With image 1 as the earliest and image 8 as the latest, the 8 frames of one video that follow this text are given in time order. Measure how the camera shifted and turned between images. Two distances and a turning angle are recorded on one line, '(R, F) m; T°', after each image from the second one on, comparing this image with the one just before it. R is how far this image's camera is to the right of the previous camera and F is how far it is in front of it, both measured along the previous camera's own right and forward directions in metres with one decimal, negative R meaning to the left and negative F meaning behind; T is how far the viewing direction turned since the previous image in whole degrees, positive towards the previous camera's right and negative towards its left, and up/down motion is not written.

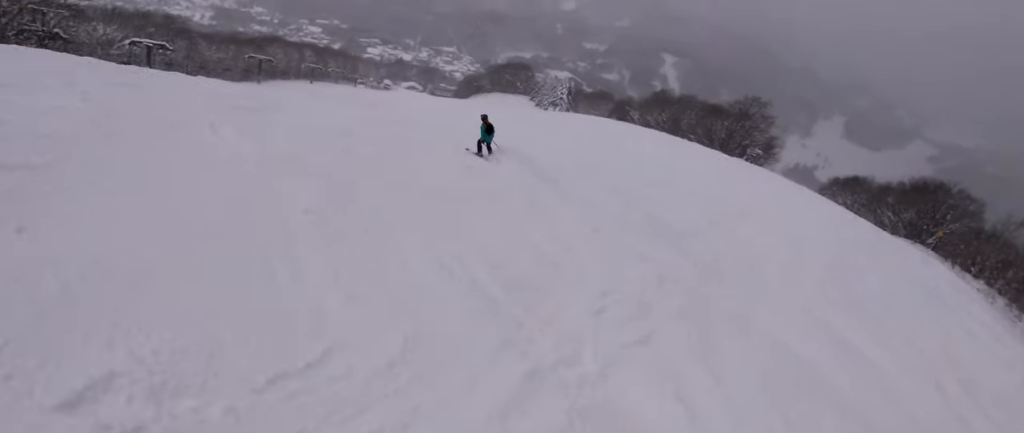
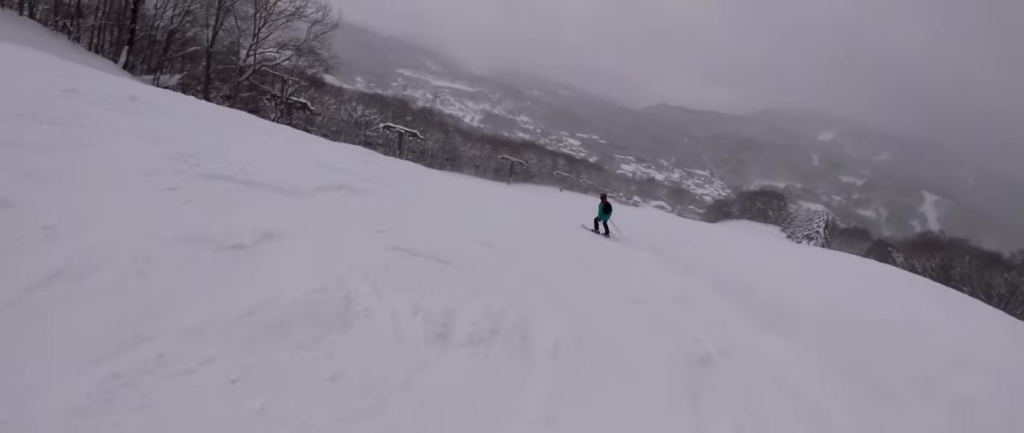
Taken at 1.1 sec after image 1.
(-1.1, +6.3) m; -21°
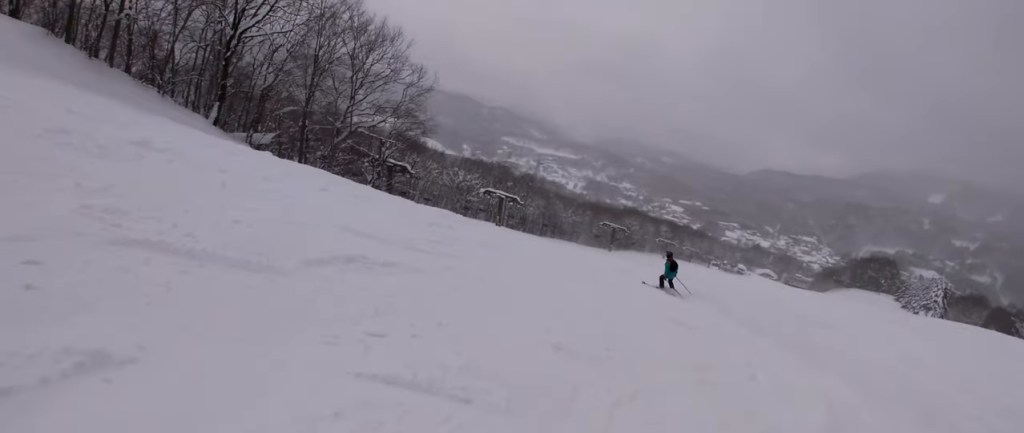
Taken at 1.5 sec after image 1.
(+0.4, +2.3) m; -9°
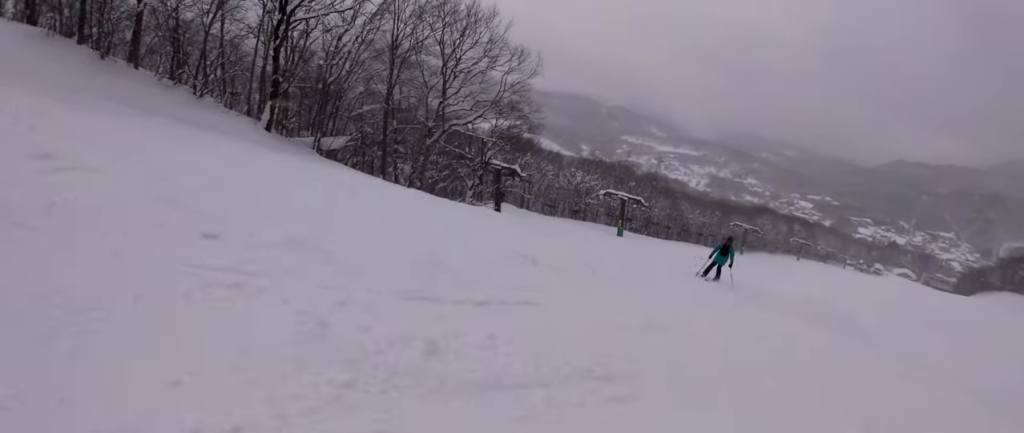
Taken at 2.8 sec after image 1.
(-2.7, +6.3) m; -29°
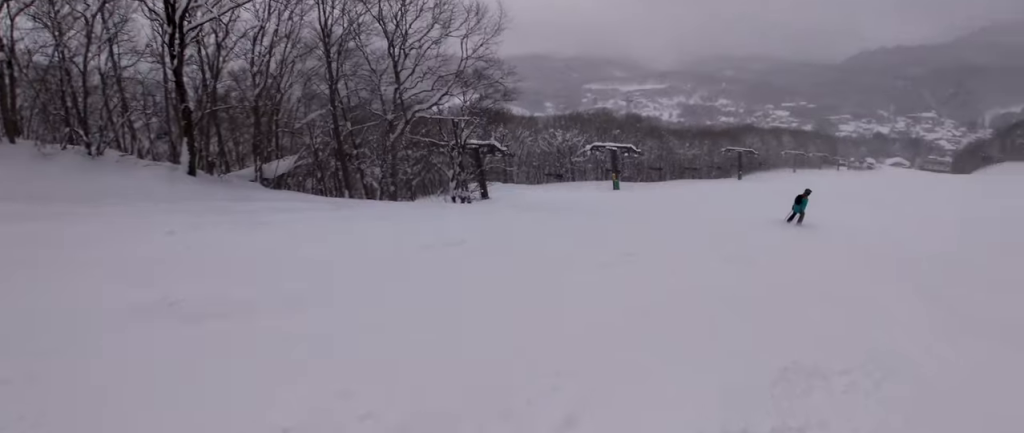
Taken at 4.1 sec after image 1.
(-0.3, +6.9) m; +11°
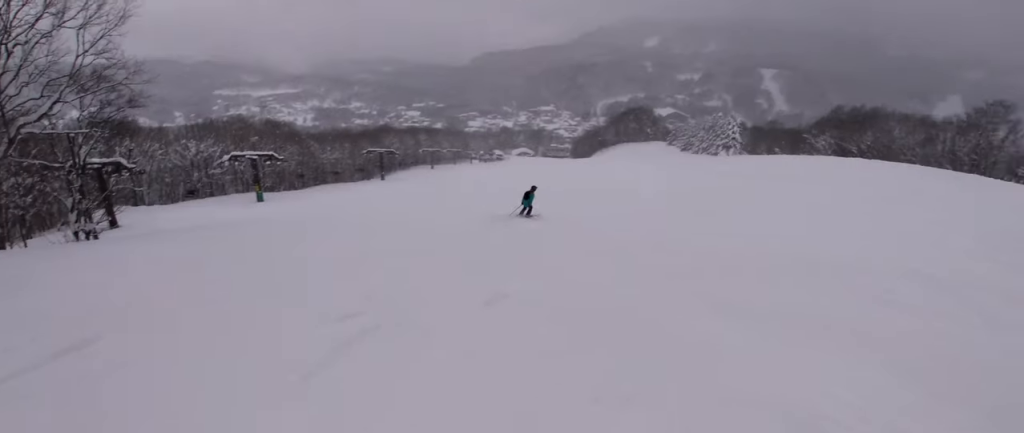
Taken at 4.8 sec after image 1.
(-0.1, +3.5) m; +22°
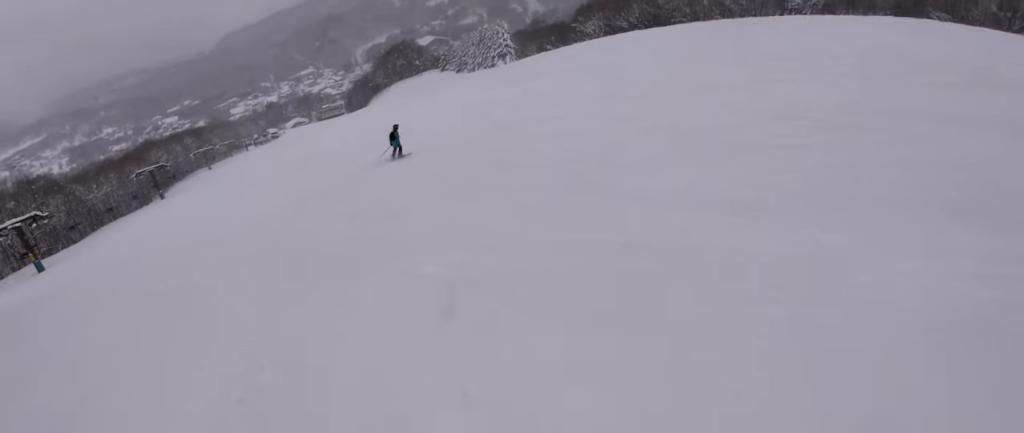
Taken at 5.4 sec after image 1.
(+1.2, +3.1) m; +25°
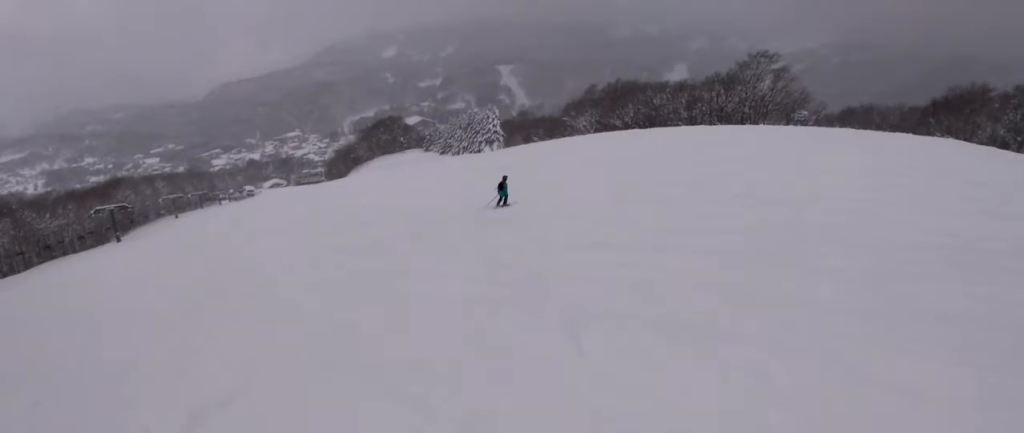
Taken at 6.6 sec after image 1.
(+2.3, +6.7) m; +27°
